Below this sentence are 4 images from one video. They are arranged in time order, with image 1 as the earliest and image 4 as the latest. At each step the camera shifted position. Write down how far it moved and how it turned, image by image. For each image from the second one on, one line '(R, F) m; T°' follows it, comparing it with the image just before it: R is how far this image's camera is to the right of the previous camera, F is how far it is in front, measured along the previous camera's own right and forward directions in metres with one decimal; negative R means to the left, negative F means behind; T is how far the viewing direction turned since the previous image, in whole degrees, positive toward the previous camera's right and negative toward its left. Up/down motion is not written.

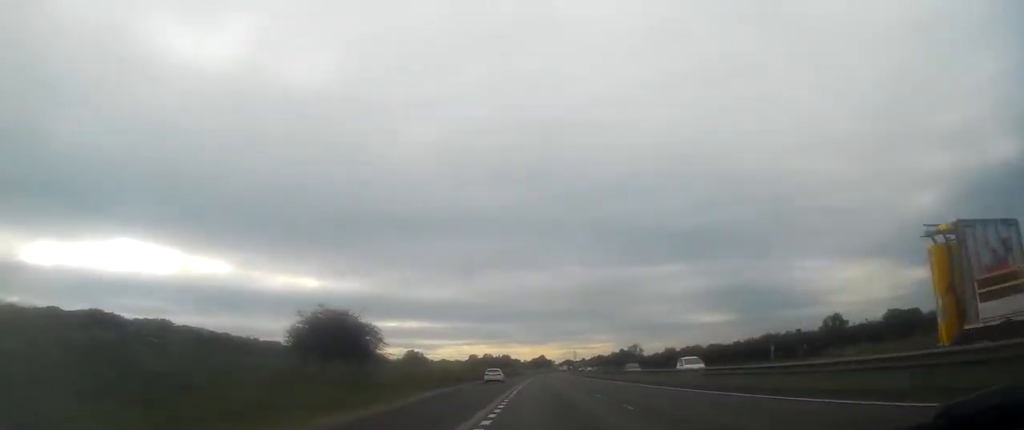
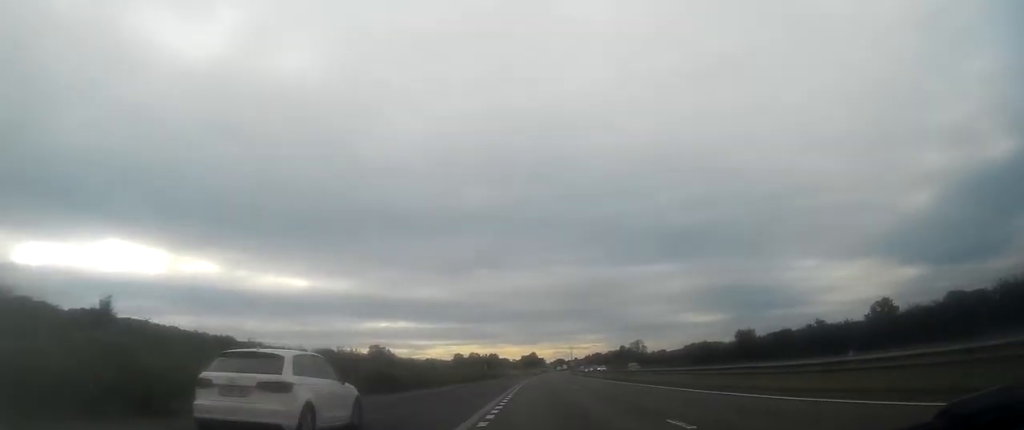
(+1.1, +49.2) m; +2°
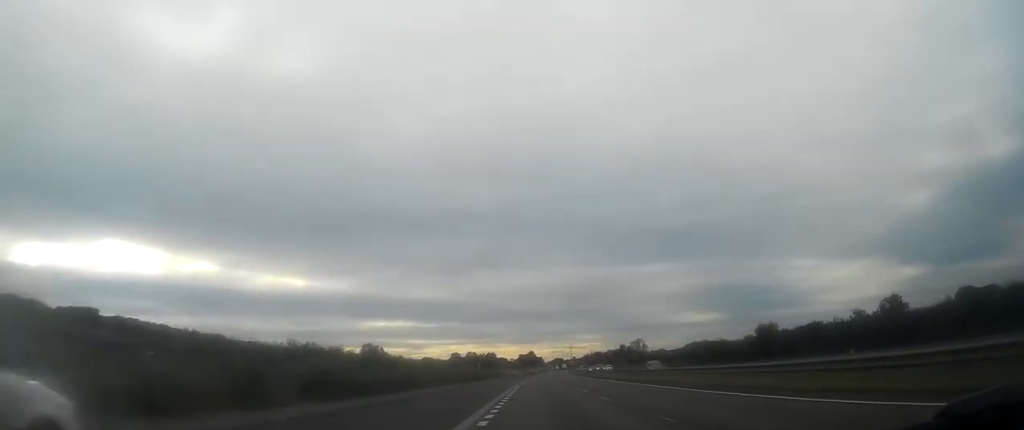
(+0.1, +7.8) m; 0°
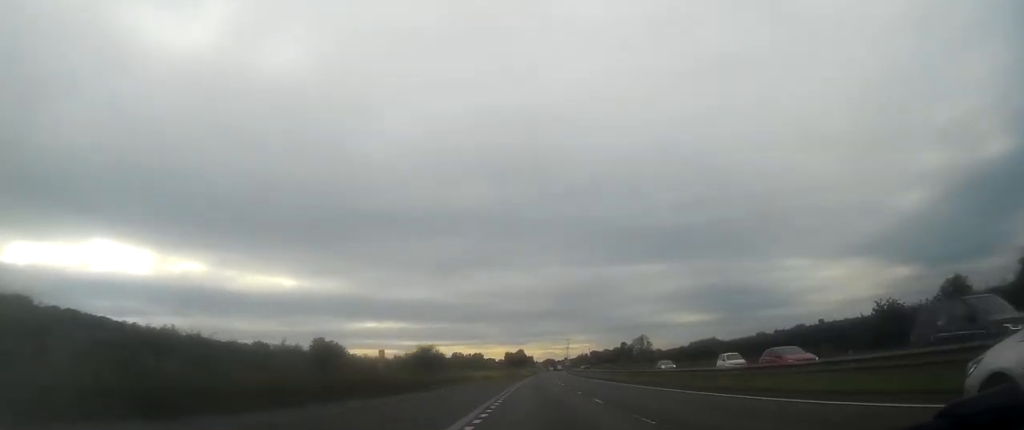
(+0.6, +44.2) m; +2°
